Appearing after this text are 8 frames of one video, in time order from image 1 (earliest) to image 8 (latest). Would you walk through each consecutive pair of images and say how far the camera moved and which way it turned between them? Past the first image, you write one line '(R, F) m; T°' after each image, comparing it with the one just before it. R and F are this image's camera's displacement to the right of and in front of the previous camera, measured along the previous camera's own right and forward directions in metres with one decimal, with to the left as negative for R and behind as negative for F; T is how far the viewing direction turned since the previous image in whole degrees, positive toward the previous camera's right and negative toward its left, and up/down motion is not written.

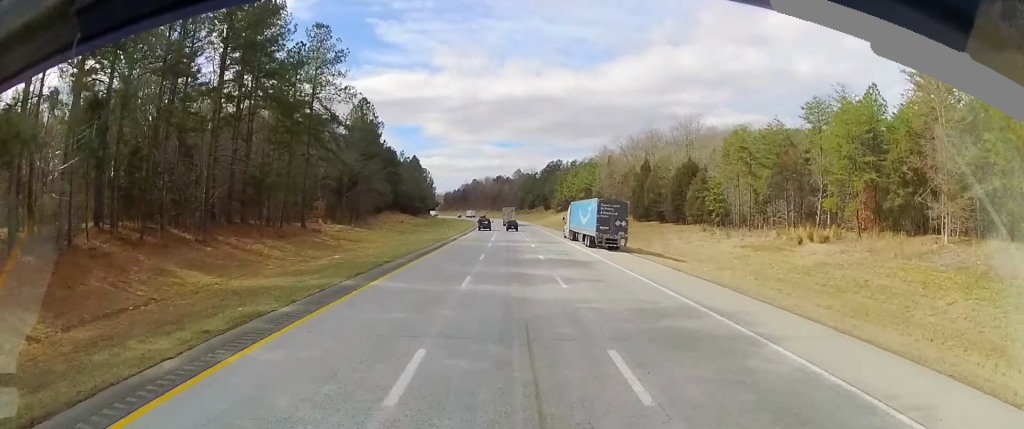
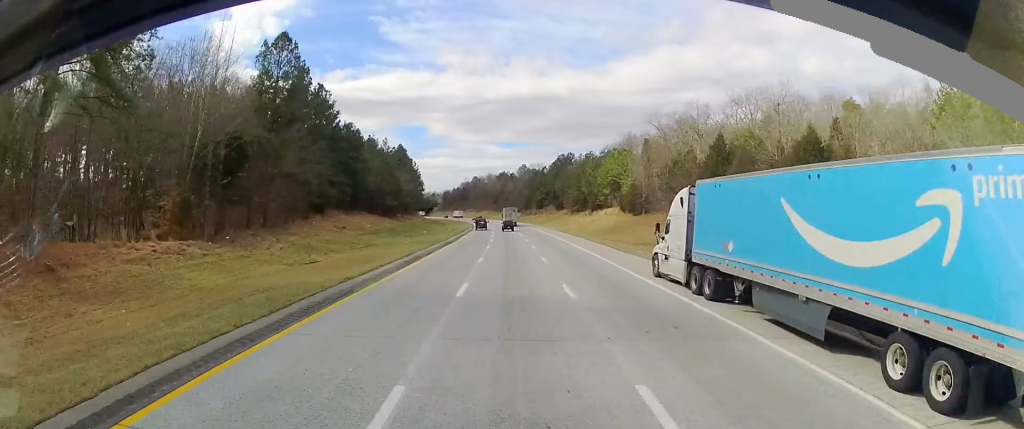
(-0.1, +38.4) m; 0°
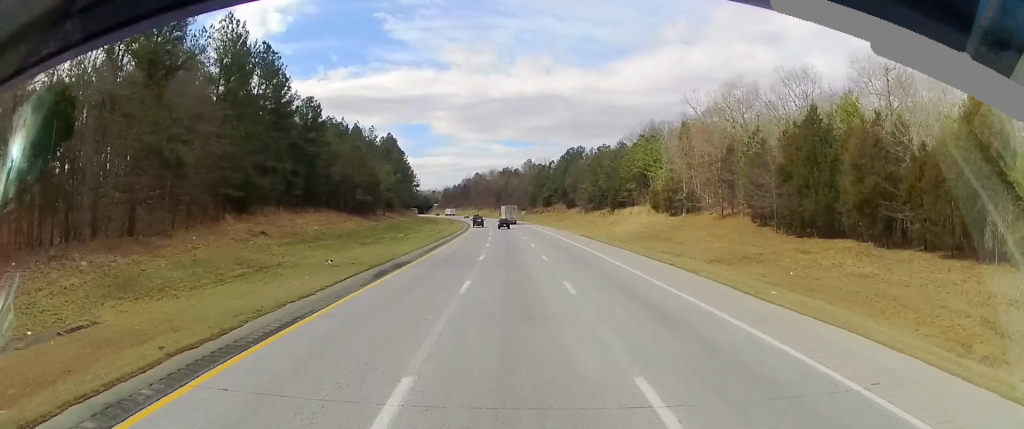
(0.0, +24.0) m; 0°
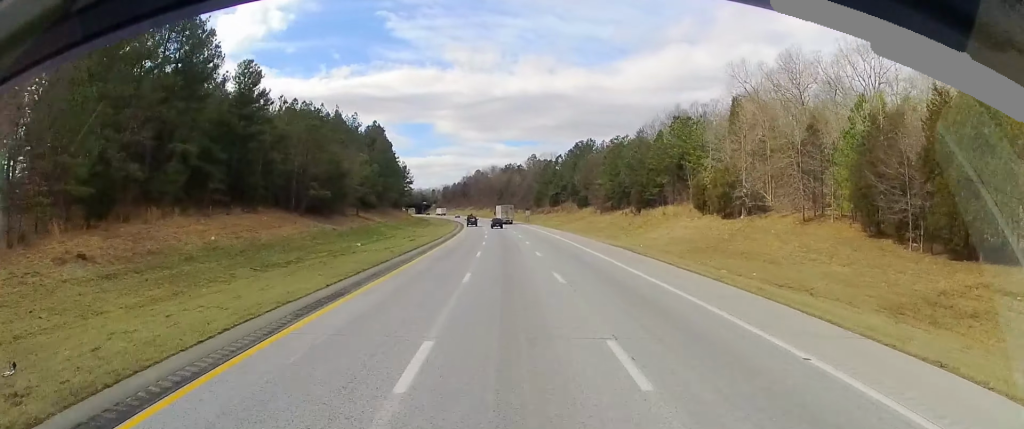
(0.0, +21.9) m; 0°
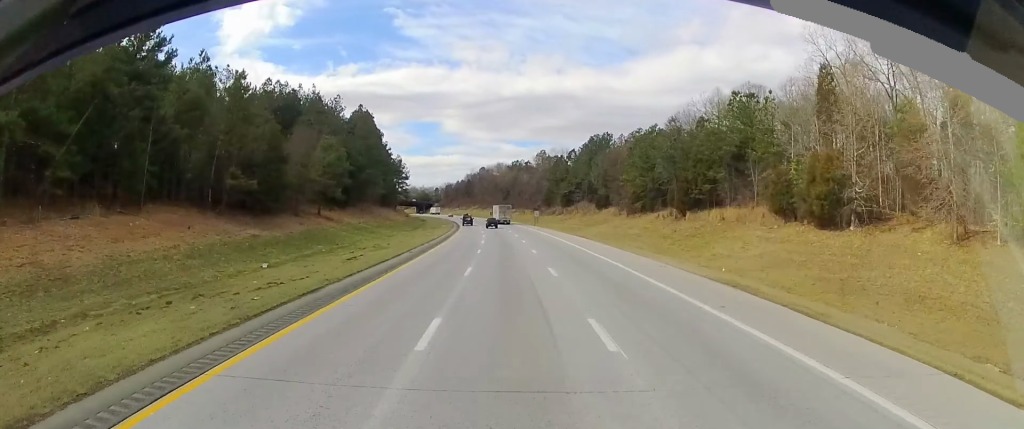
(0.0, +21.9) m; 0°
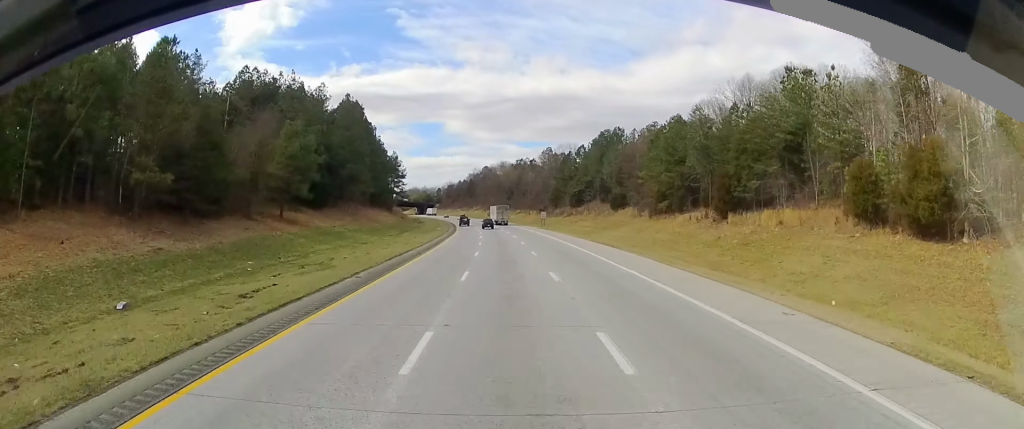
(+0.1, +14.6) m; -1°
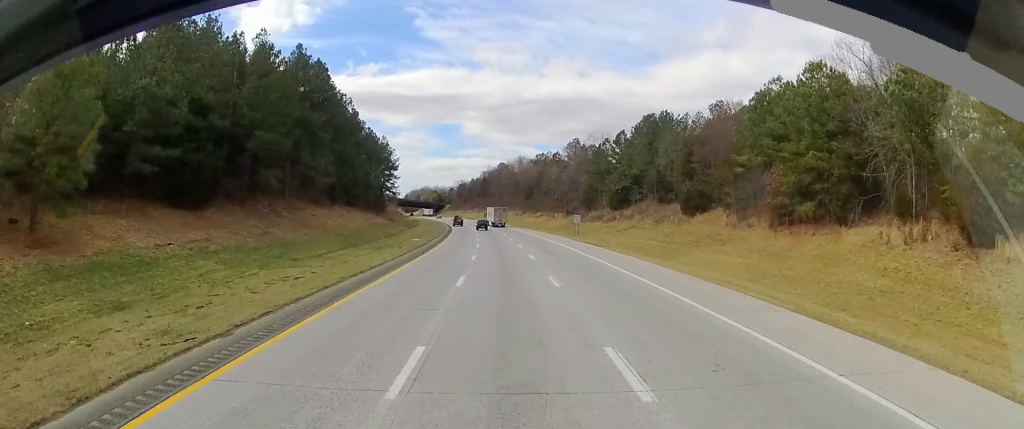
(-0.6, +37.5) m; -3°
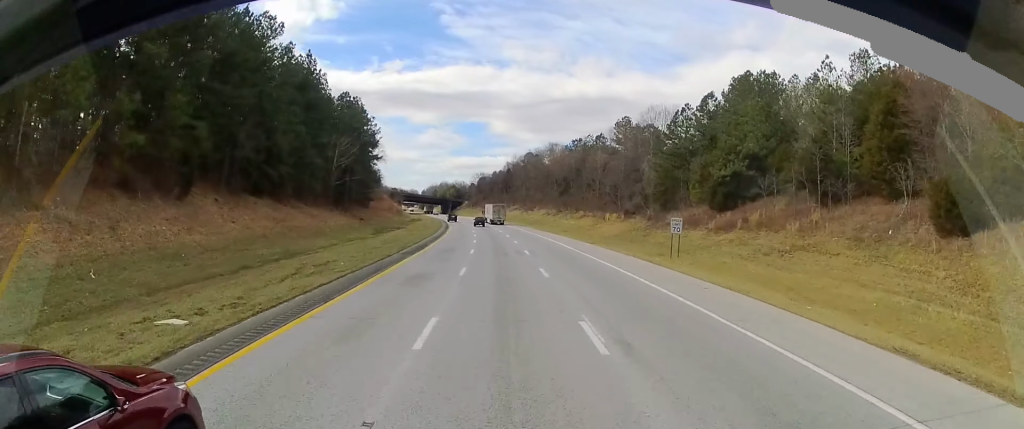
(-1.4, +45.5) m; -3°
